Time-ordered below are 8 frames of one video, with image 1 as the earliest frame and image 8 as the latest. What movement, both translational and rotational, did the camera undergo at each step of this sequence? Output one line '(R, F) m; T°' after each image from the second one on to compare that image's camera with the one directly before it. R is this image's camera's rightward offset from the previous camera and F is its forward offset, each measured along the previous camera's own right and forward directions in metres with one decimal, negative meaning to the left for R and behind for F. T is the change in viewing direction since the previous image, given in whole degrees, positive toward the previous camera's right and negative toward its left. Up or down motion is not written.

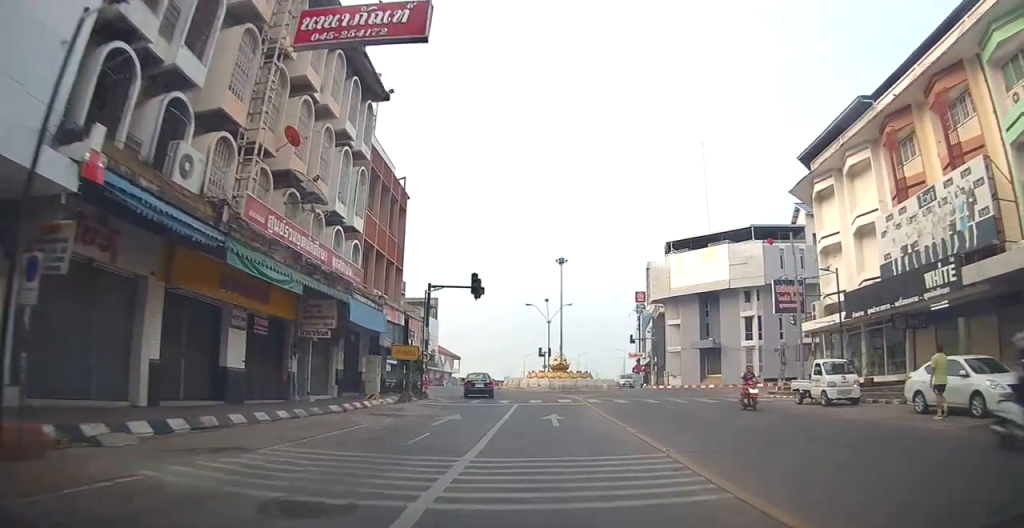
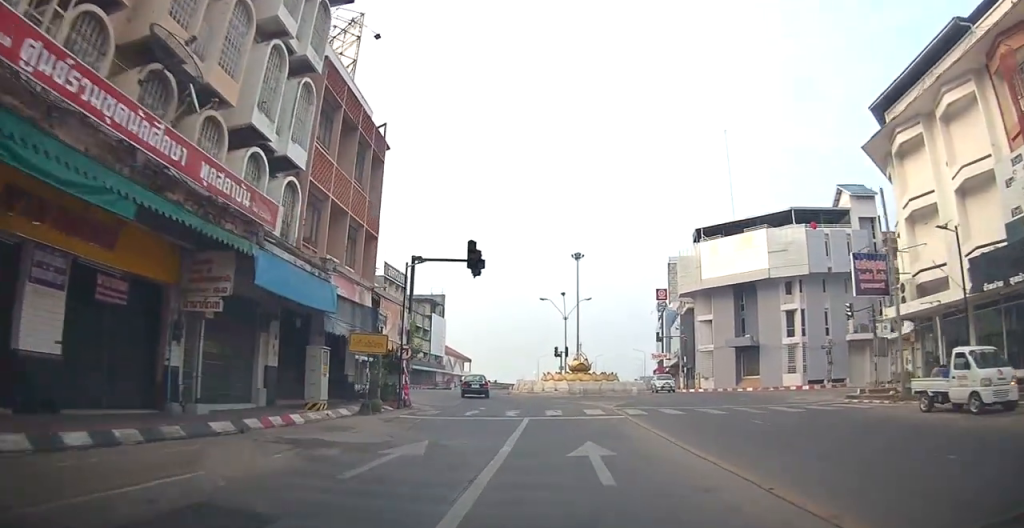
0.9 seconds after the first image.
(+0.3, +7.6) m; +3°
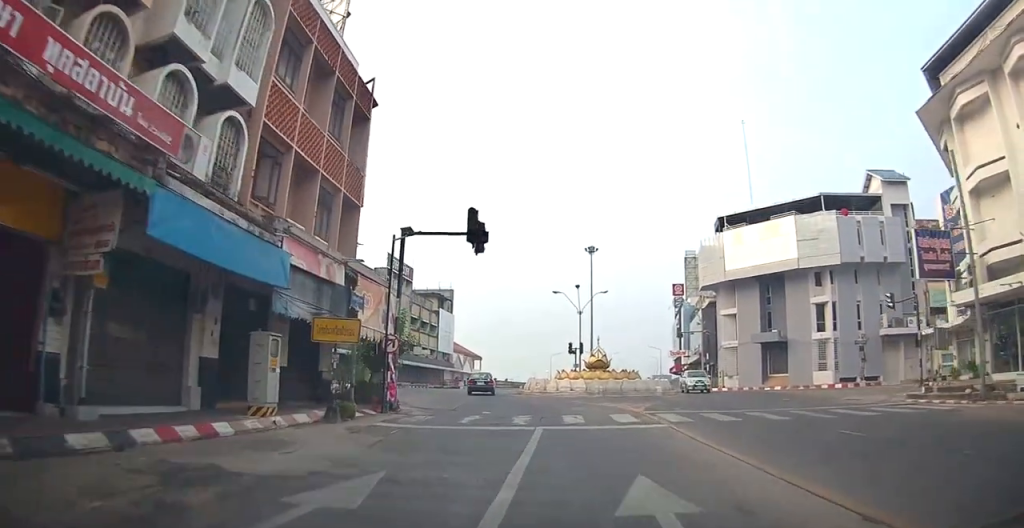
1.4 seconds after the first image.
(+0.2, +4.1) m; +2°
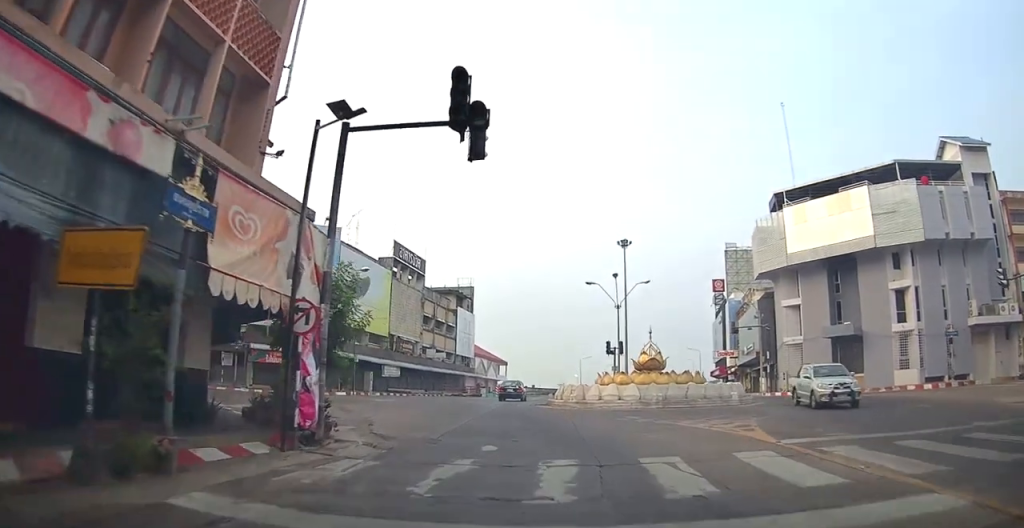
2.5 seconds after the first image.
(-0.2, +8.8) m; -4°
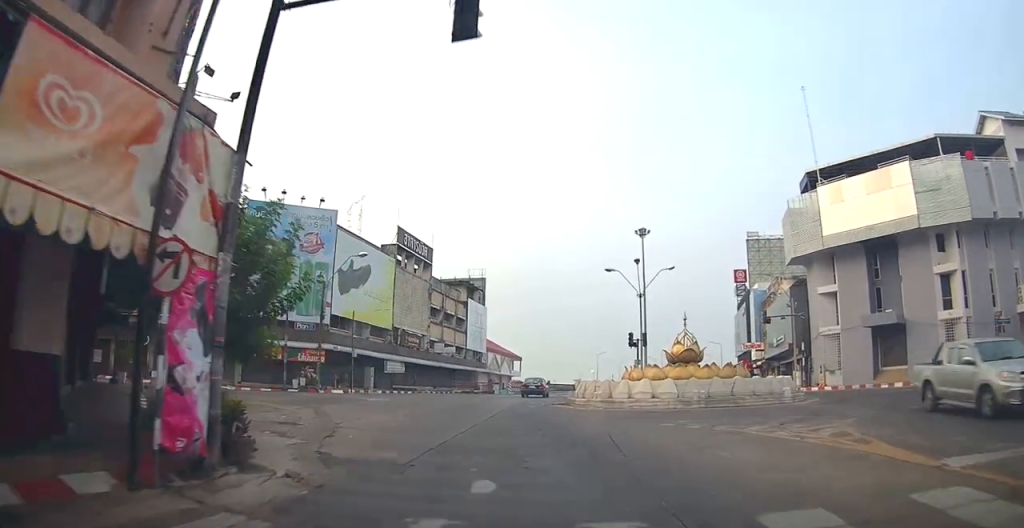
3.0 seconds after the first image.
(0.0, +3.9) m; -4°
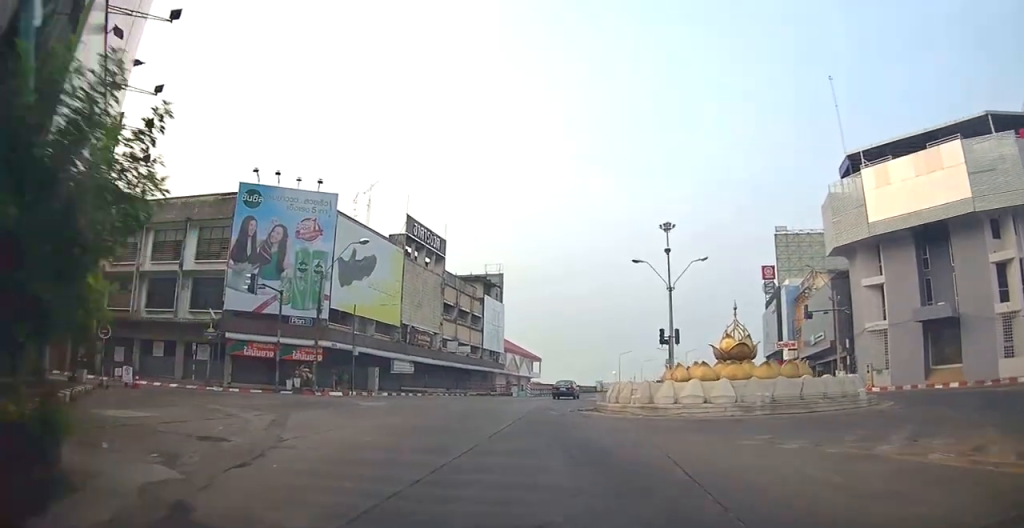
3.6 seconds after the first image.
(-0.2, +3.8) m; -2°
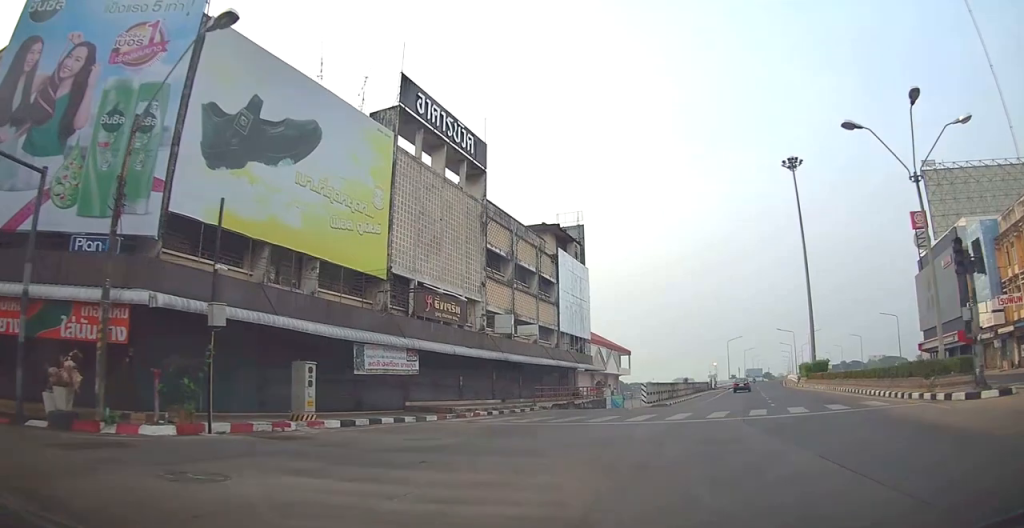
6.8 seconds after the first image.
(+1.9, +22.0) m; +4°
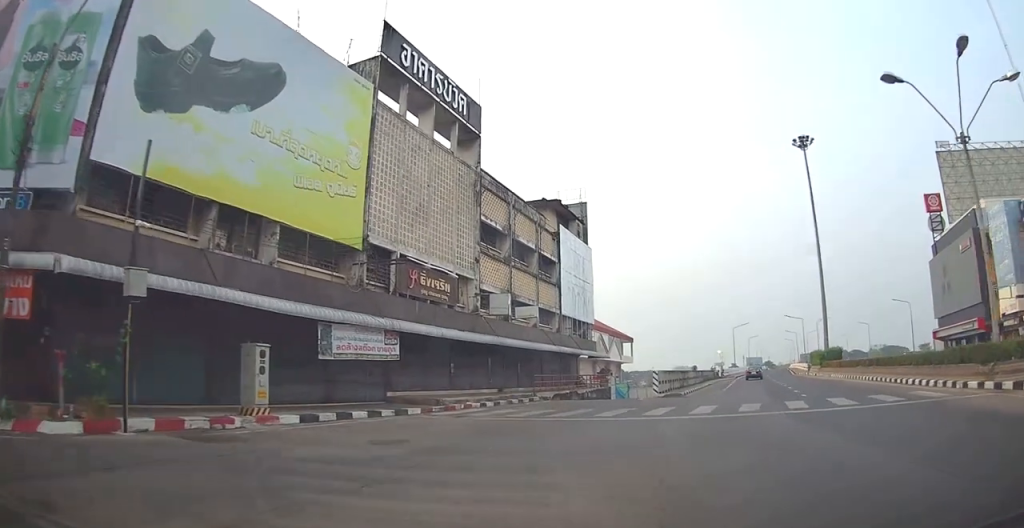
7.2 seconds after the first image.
(+0.2, +2.8) m; -3°
